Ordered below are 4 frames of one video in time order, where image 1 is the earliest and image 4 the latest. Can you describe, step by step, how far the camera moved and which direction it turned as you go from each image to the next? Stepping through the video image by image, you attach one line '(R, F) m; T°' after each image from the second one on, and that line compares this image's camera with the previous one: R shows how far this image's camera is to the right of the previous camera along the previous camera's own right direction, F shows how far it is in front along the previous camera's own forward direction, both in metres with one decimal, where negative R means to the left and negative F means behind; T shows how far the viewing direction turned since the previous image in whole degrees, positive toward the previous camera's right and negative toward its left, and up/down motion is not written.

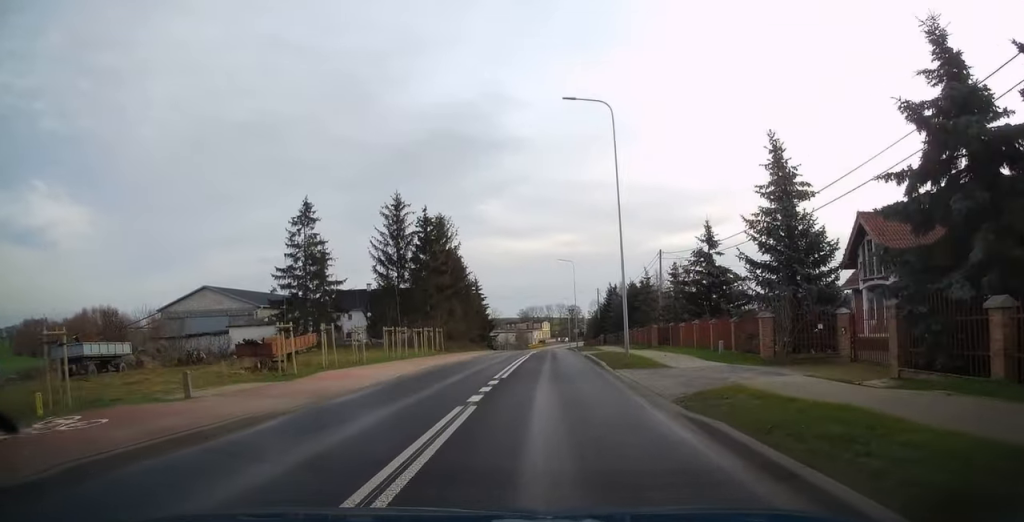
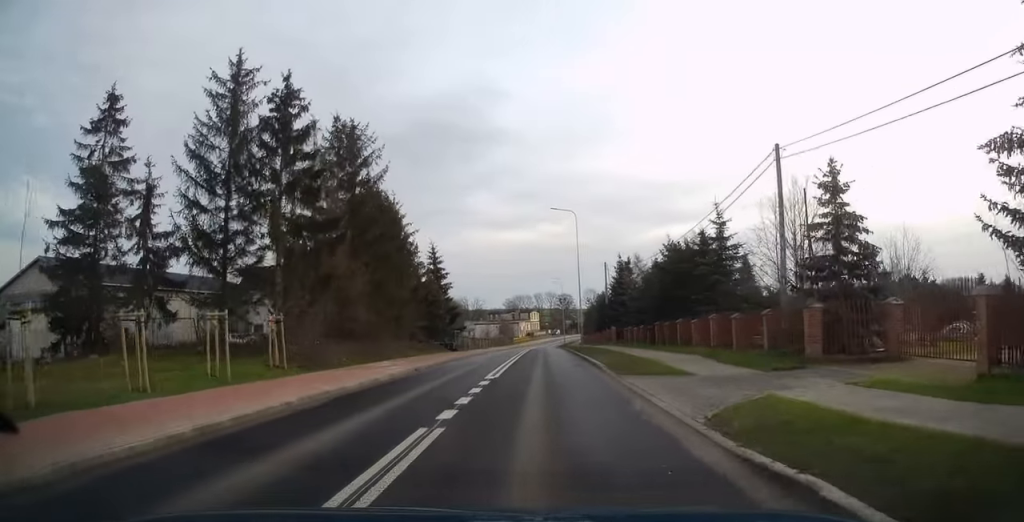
(+0.2, +28.1) m; 0°
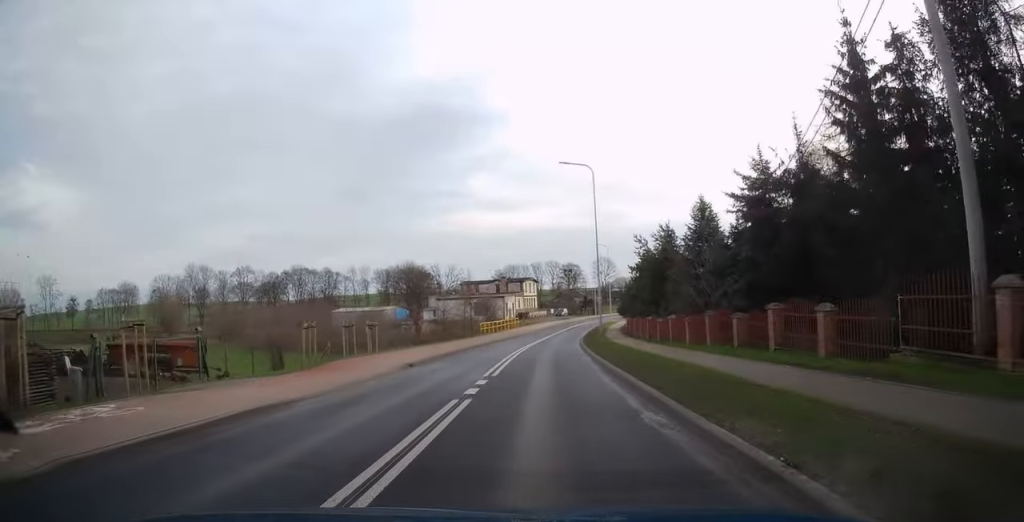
(+0.3, +63.5) m; 0°
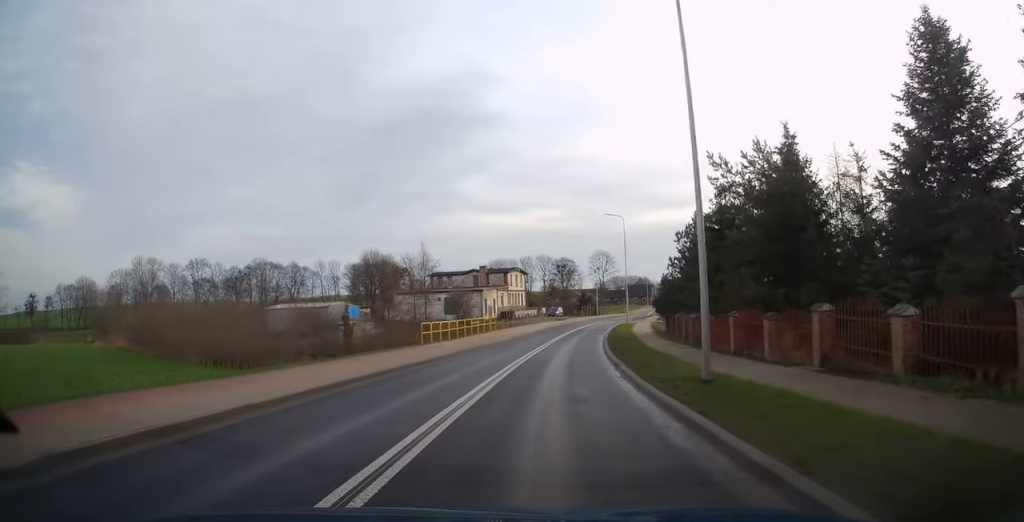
(+0.5, +25.0) m; +1°
